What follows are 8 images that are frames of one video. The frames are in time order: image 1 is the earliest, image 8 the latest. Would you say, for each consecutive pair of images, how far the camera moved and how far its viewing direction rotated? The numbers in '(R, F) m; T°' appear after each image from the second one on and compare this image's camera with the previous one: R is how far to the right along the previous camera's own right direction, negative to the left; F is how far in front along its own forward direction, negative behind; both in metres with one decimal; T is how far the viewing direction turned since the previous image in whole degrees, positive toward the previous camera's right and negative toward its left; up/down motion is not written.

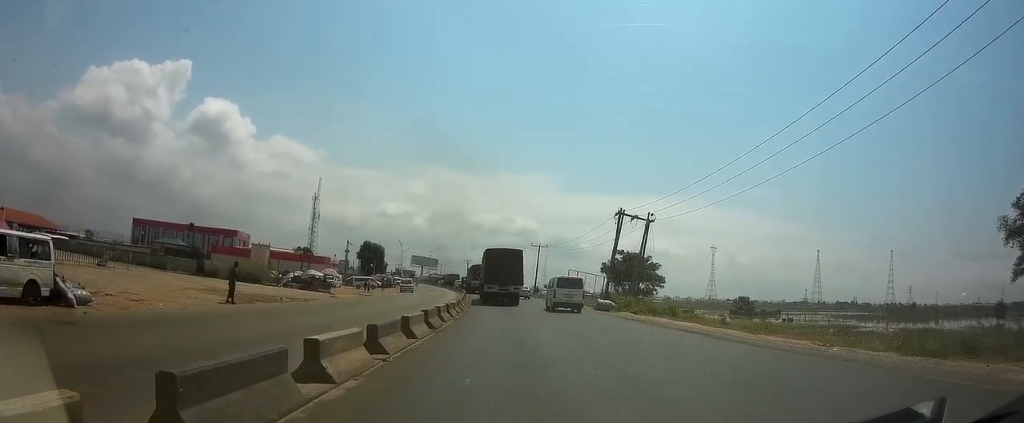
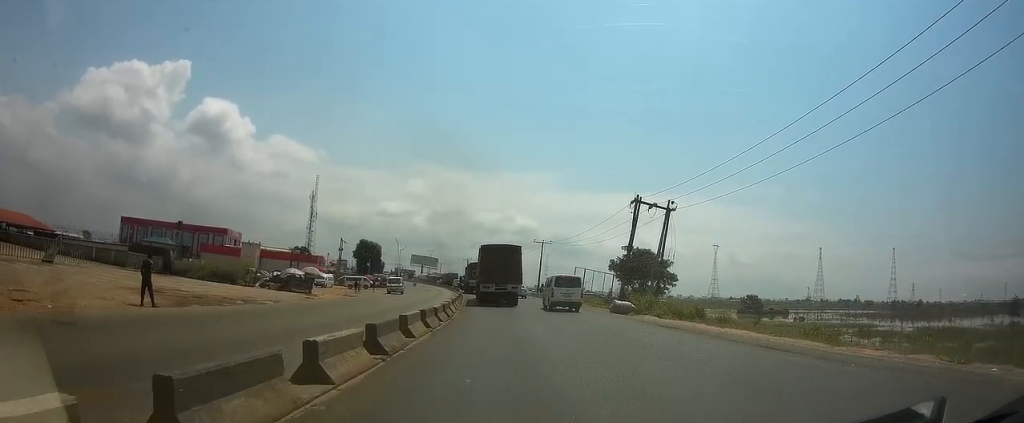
(-0.1, +6.1) m; -1°
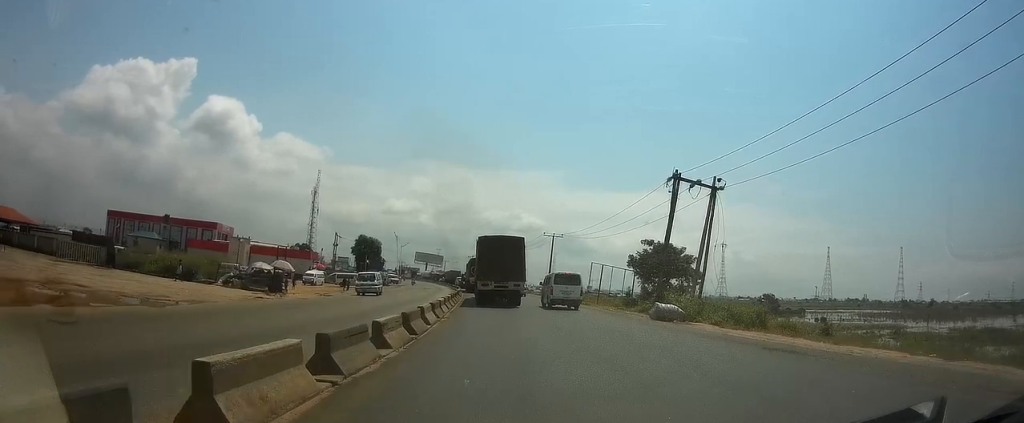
(-0.2, +8.3) m; -1°
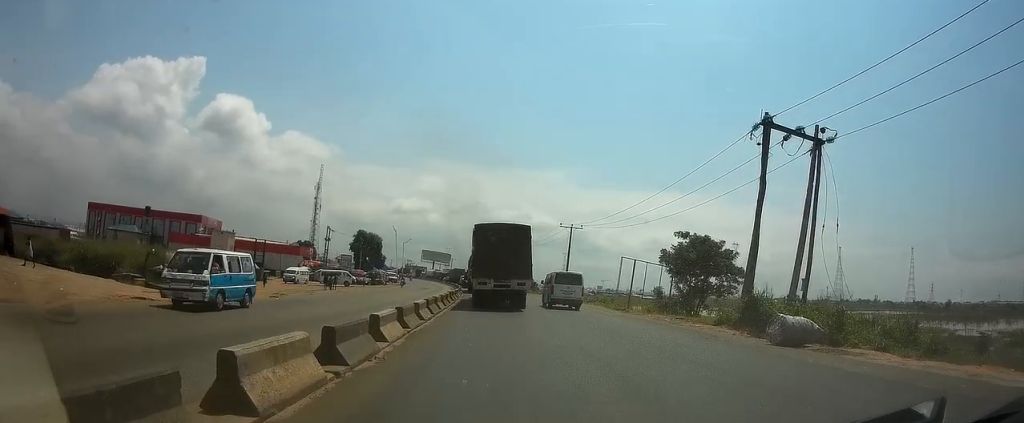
(-0.2, +11.1) m; -3°
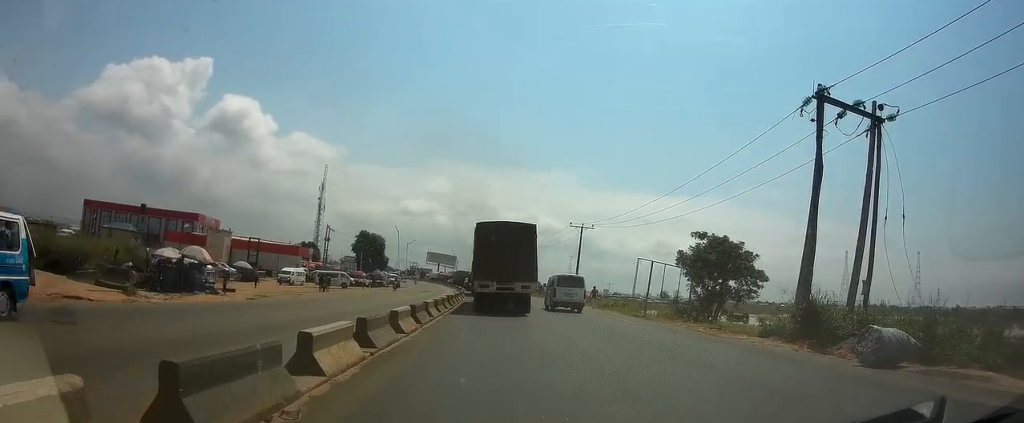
(-0.1, +3.7) m; -1°
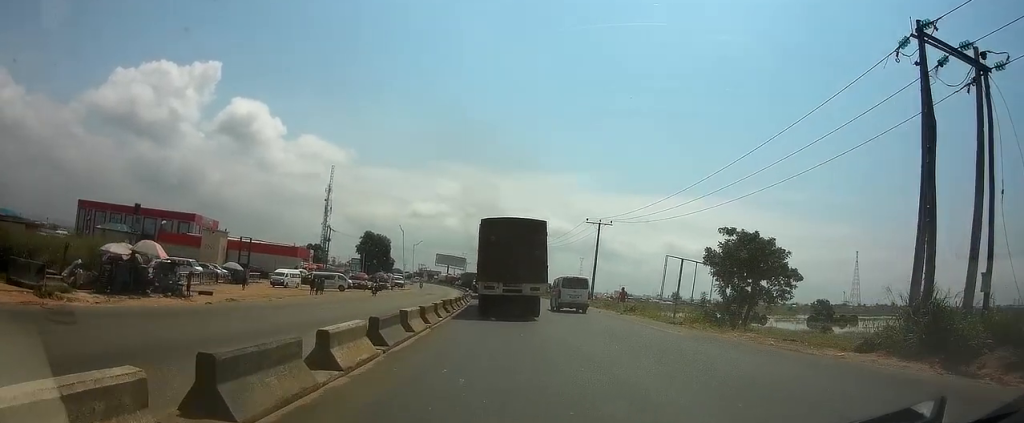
(+0.1, +5.3) m; 0°
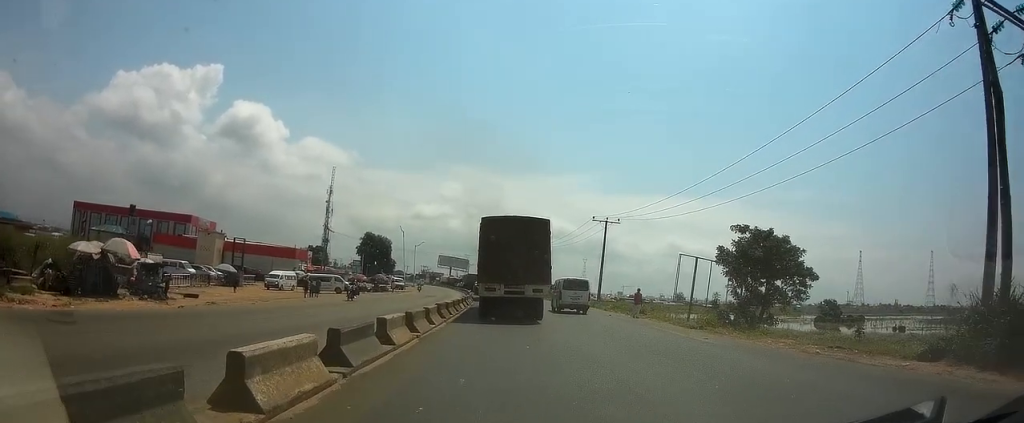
(-0.1, +2.4) m; 0°
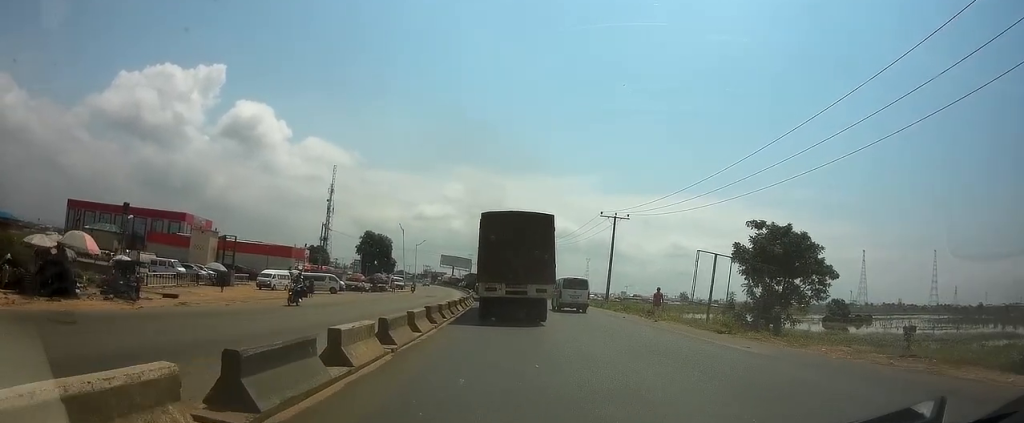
(0.0, +3.1) m; 0°
